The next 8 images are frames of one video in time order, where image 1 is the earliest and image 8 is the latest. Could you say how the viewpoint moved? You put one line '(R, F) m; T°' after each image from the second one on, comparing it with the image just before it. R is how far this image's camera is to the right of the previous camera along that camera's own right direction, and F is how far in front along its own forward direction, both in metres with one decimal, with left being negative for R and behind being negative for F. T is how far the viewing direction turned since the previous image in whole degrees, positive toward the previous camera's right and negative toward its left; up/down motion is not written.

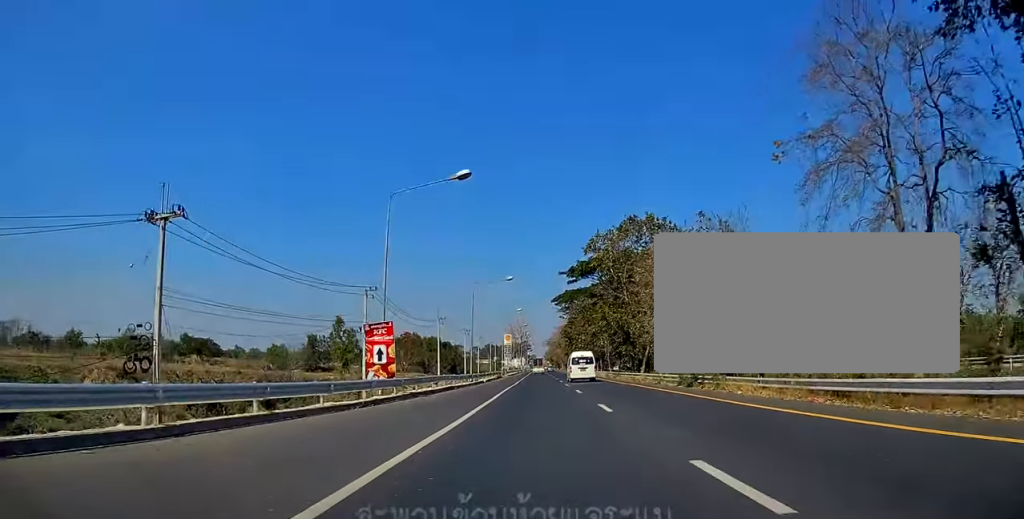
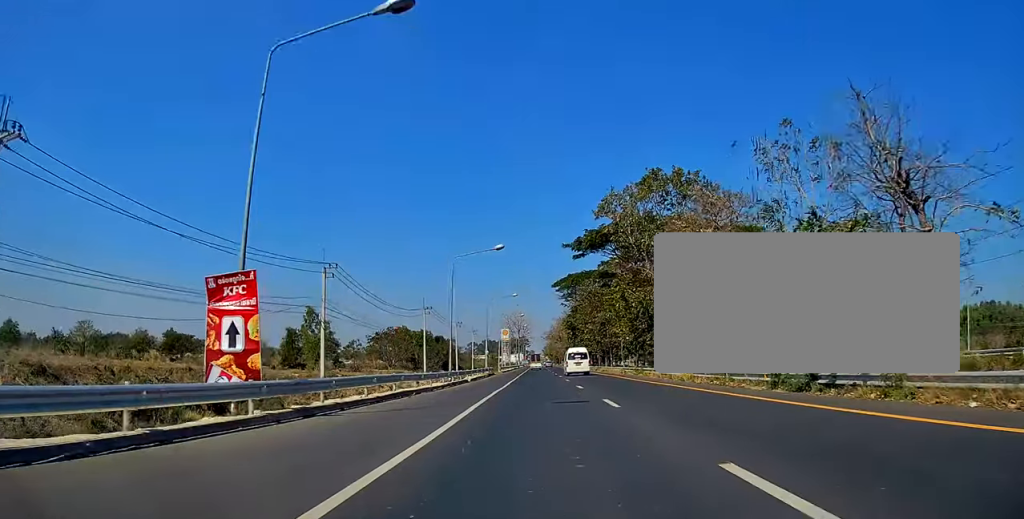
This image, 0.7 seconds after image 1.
(+0.1, +13.0) m; +1°
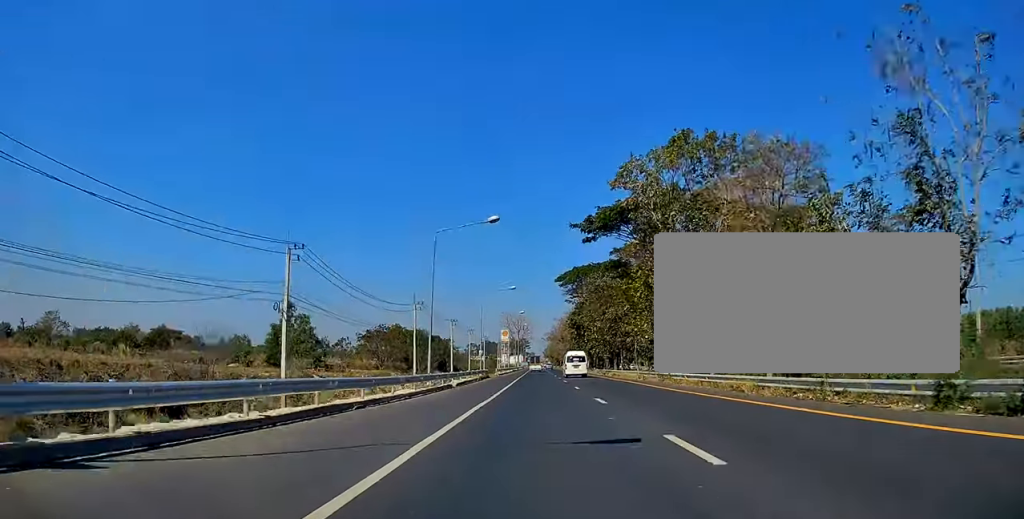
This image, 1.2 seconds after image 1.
(0.0, +8.6) m; 0°
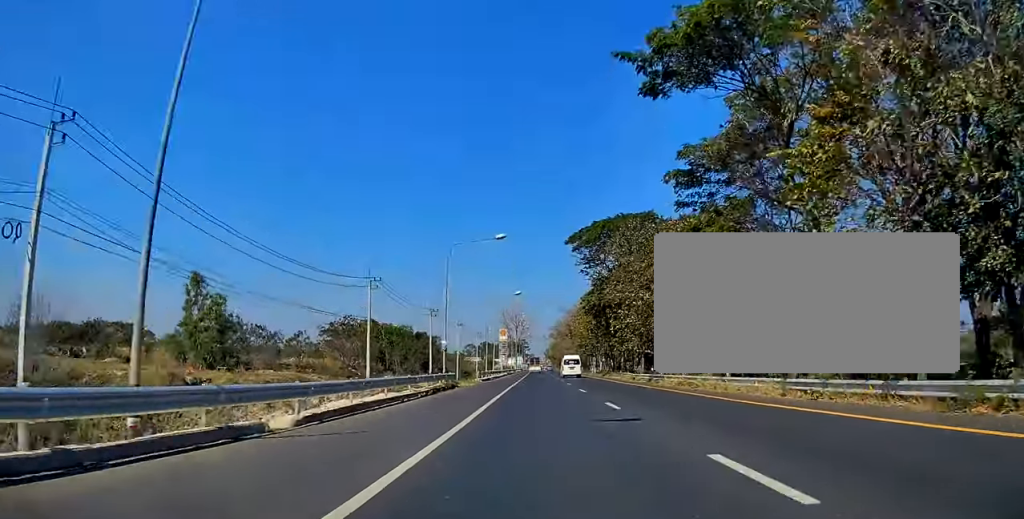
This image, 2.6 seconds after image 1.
(0.0, +25.6) m; 0°
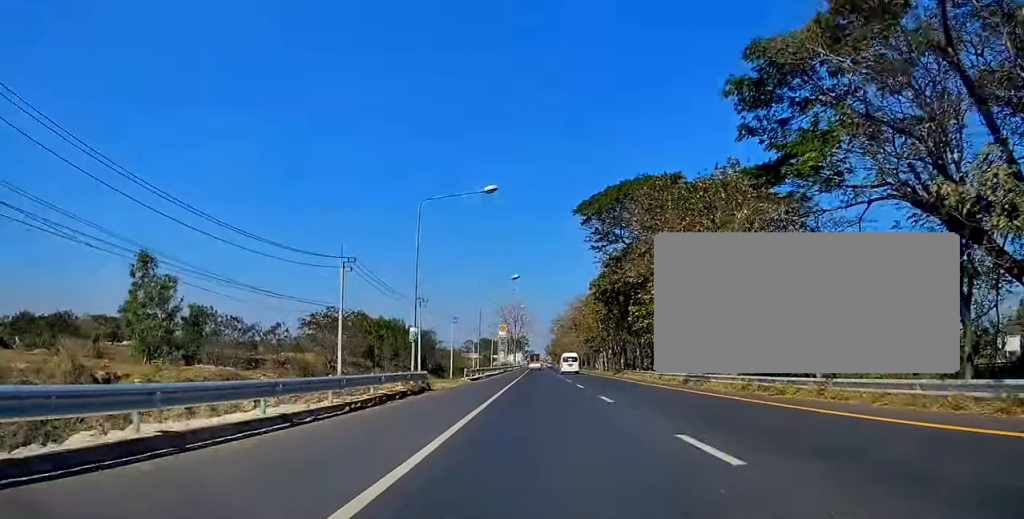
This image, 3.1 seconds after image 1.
(0.0, +9.9) m; 0°
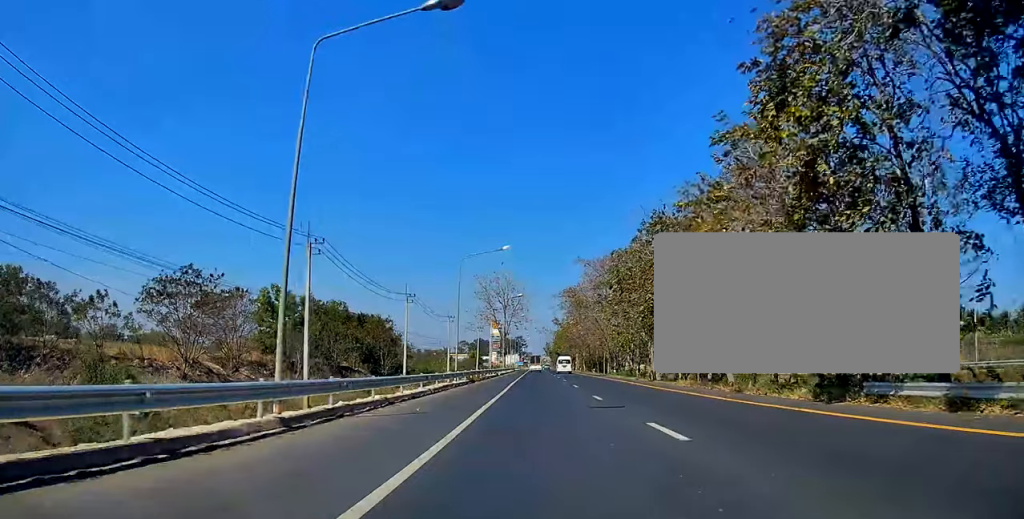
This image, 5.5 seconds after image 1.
(+0.1, +45.6) m; 0°
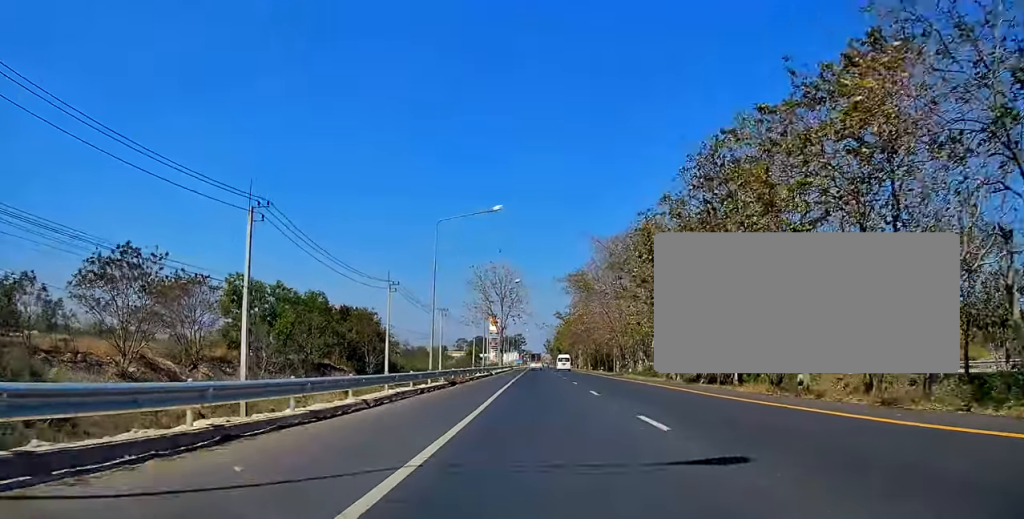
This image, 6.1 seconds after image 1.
(0.0, +10.7) m; -1°
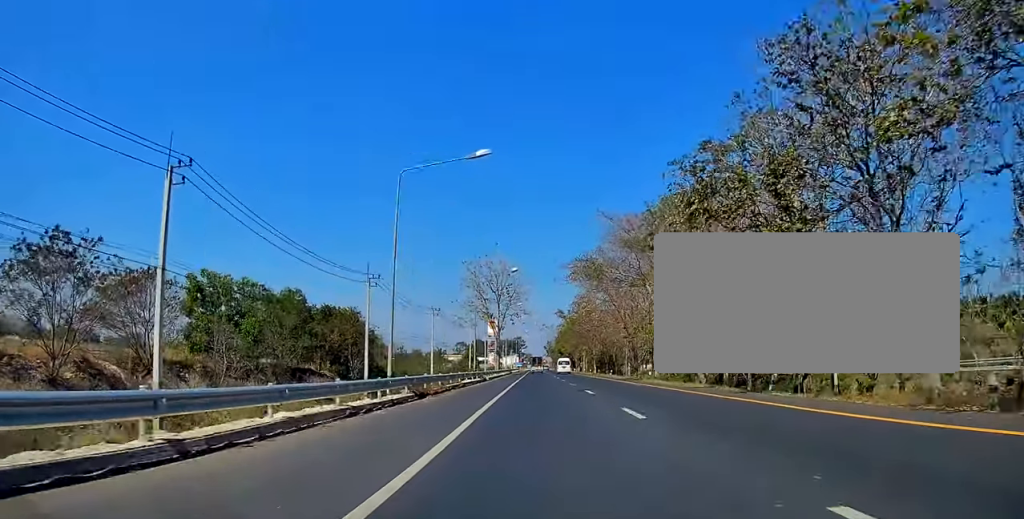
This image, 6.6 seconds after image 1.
(0.0, +9.4) m; -1°
